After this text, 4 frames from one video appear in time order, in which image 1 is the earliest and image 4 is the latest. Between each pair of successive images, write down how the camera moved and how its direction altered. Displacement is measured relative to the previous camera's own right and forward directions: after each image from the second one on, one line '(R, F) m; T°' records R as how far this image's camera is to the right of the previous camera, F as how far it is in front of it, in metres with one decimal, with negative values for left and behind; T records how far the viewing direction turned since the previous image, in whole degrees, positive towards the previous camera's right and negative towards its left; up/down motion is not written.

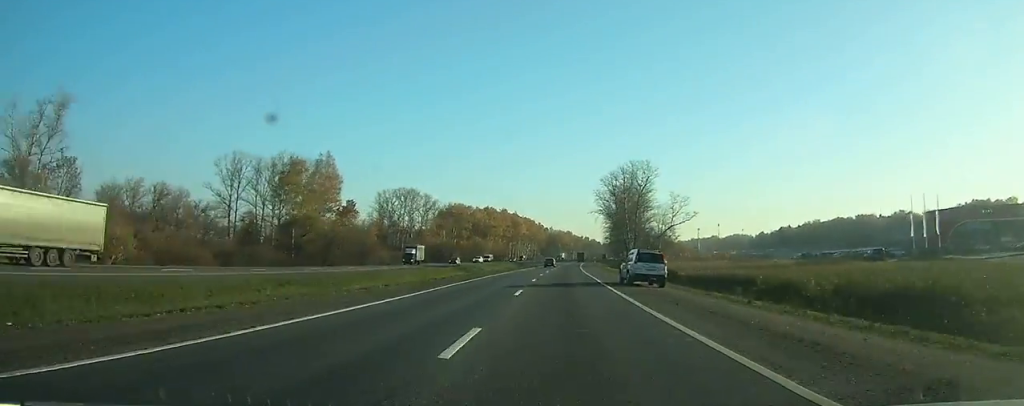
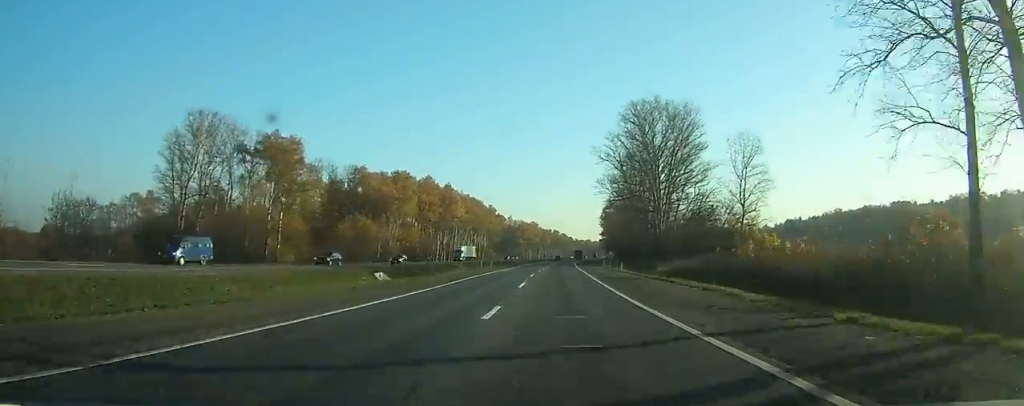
(+3.2, +115.5) m; +3°
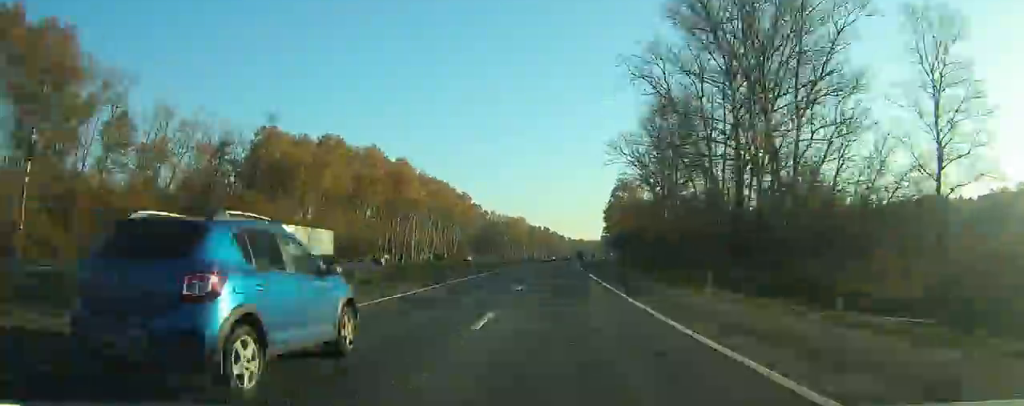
(+0.3, +50.4) m; +1°
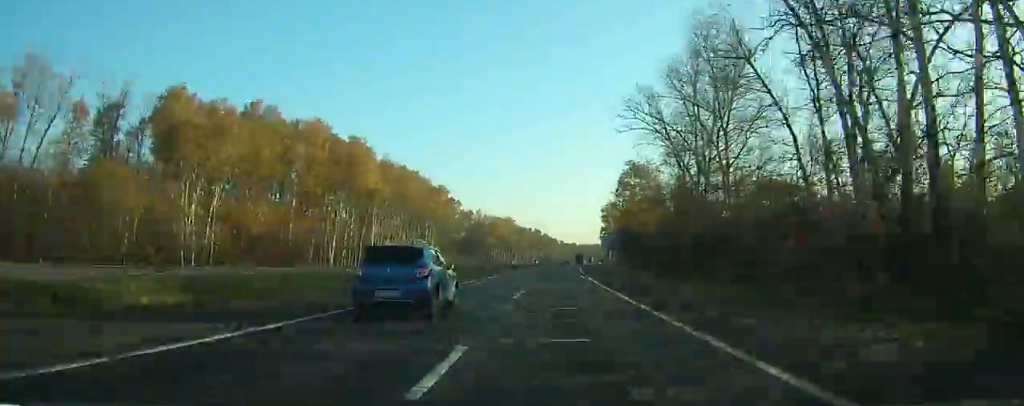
(+0.1, +29.0) m; +1°
